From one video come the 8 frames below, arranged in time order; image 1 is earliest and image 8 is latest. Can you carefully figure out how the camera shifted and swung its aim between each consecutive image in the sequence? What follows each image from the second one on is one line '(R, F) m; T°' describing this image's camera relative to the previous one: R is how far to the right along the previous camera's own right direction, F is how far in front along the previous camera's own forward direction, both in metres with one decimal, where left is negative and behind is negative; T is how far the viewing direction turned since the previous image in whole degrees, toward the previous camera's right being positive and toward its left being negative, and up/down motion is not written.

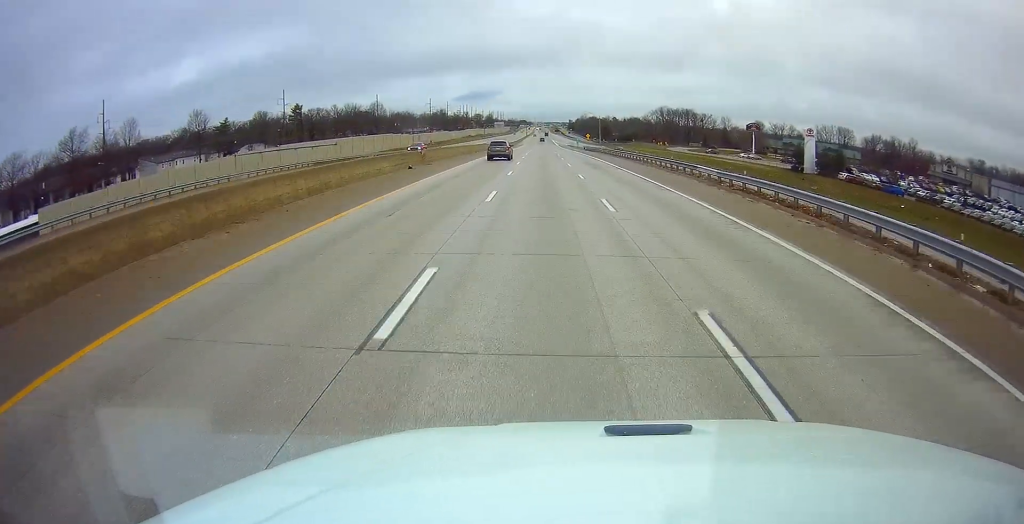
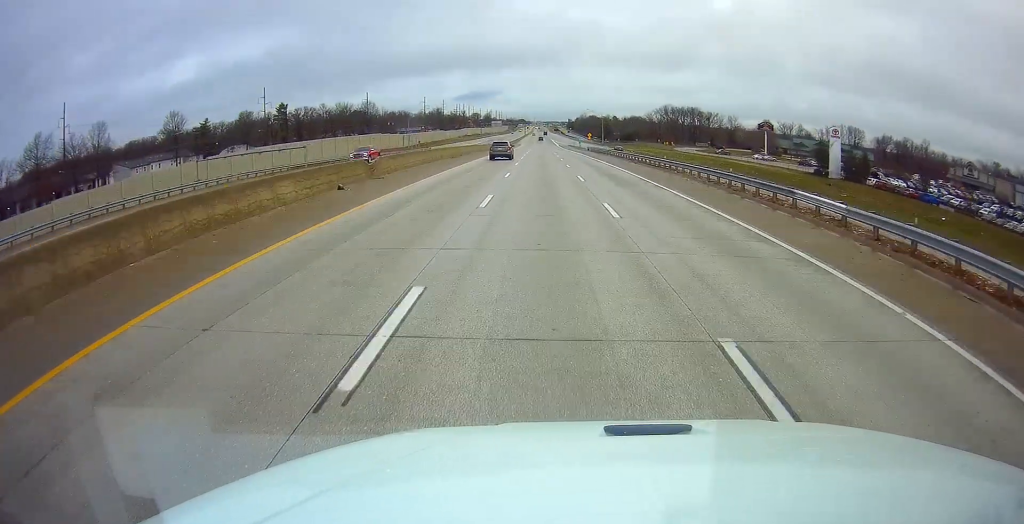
(0.0, +13.4) m; +1°
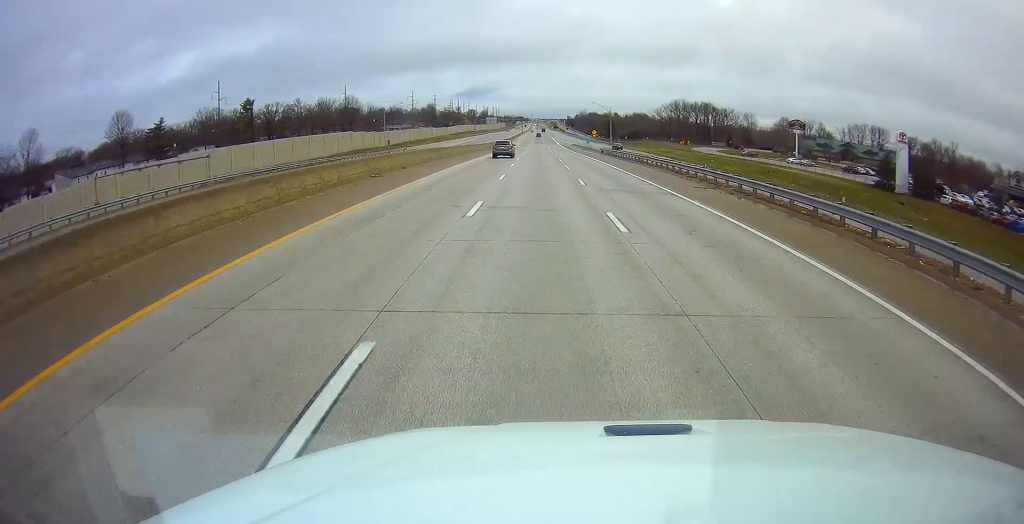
(+0.1, +26.8) m; +1°
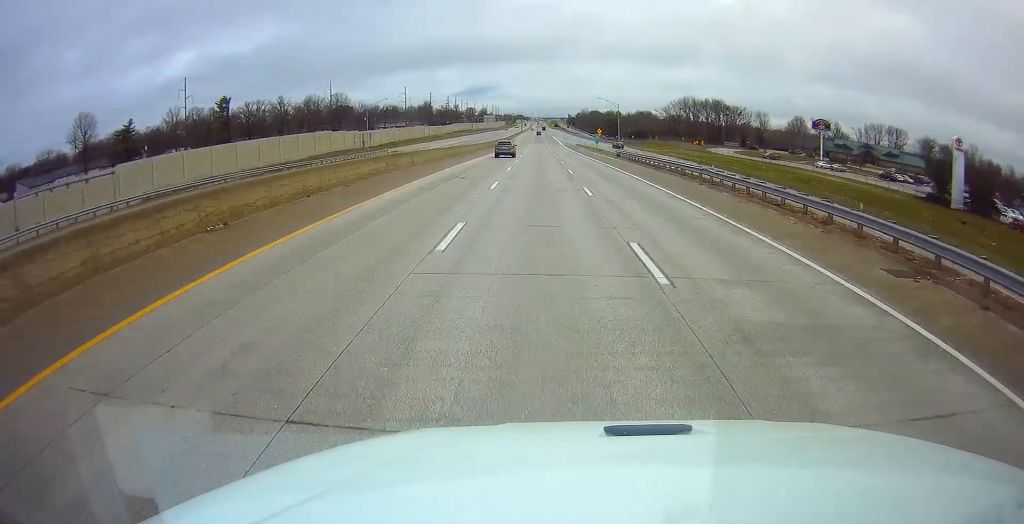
(+0.4, +16.5) m; 0°
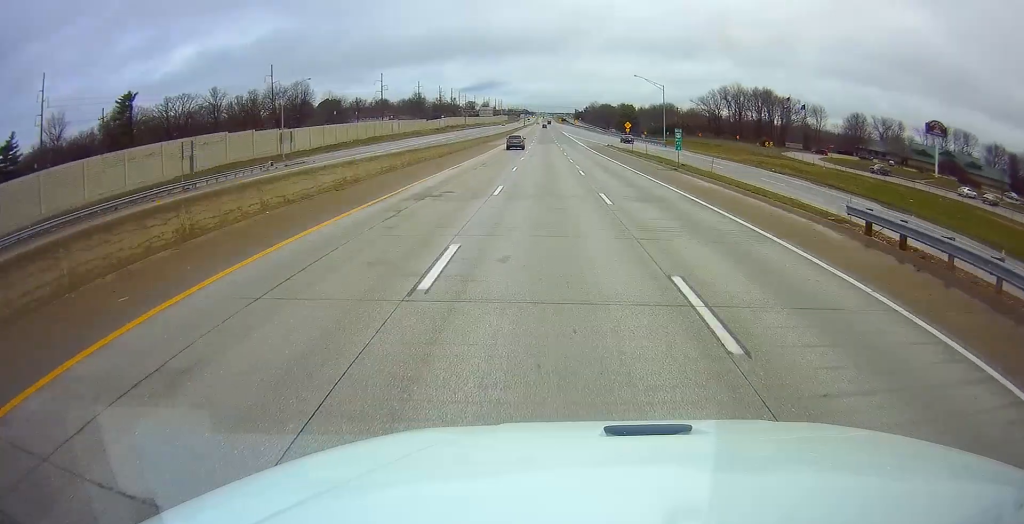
(-0.9, +51.8) m; -1°
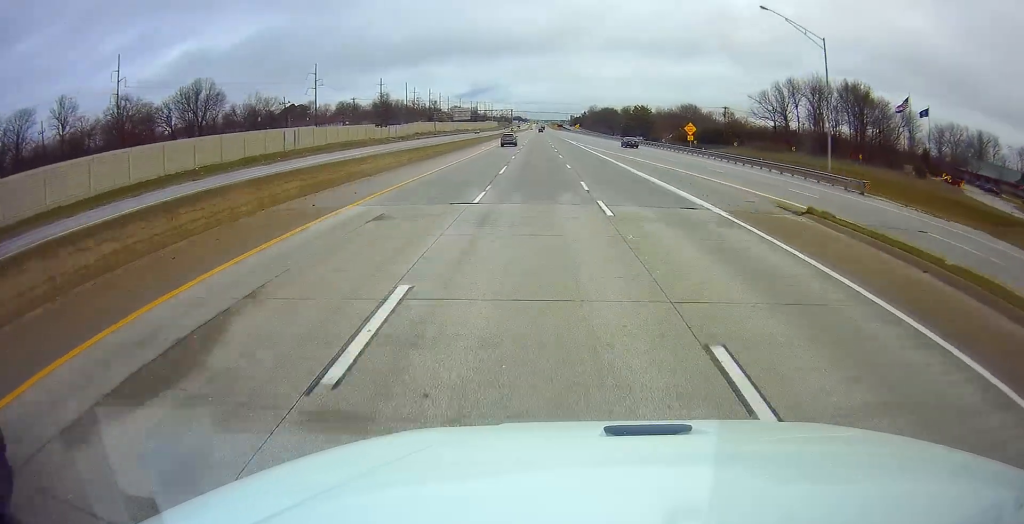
(0.0, +64.1) m; 0°
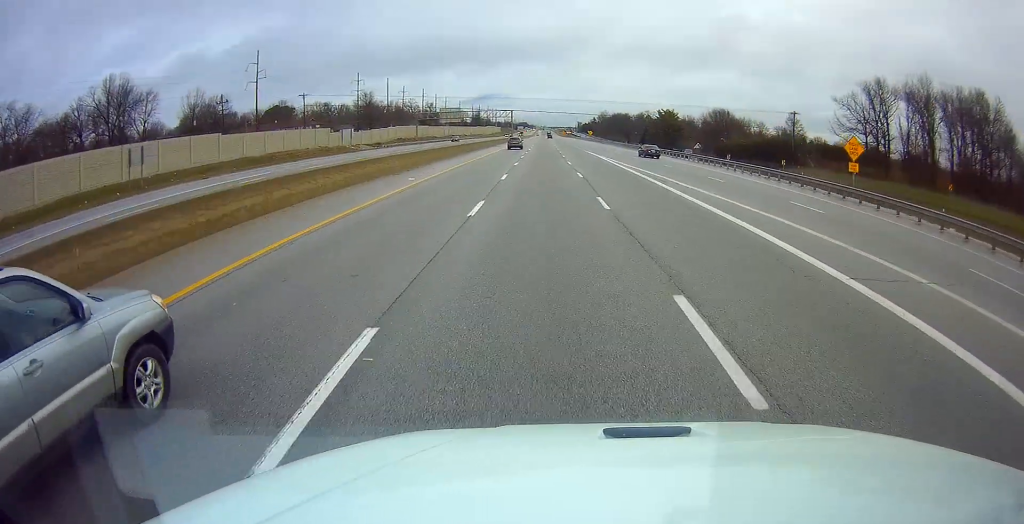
(0.0, +41.3) m; -1°
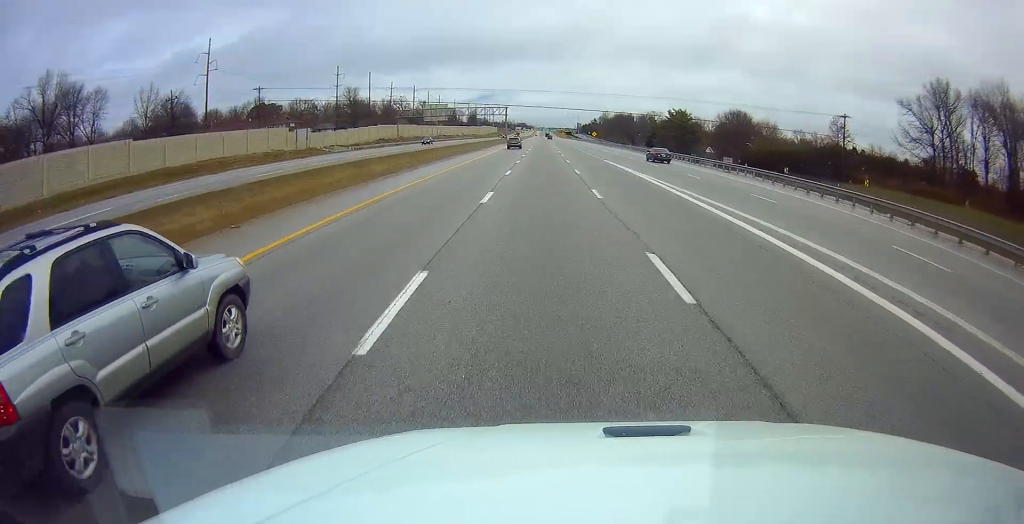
(-0.3, +21.6) m; 0°
